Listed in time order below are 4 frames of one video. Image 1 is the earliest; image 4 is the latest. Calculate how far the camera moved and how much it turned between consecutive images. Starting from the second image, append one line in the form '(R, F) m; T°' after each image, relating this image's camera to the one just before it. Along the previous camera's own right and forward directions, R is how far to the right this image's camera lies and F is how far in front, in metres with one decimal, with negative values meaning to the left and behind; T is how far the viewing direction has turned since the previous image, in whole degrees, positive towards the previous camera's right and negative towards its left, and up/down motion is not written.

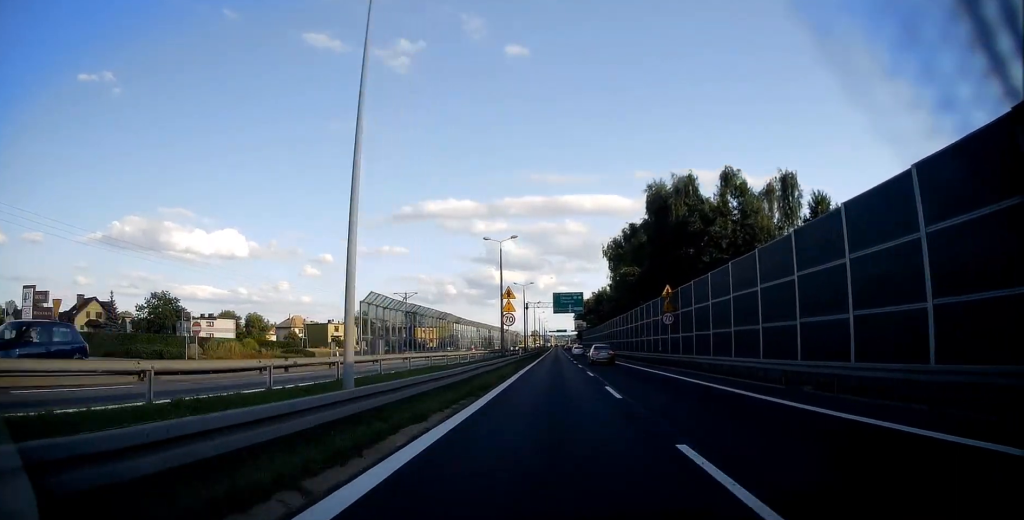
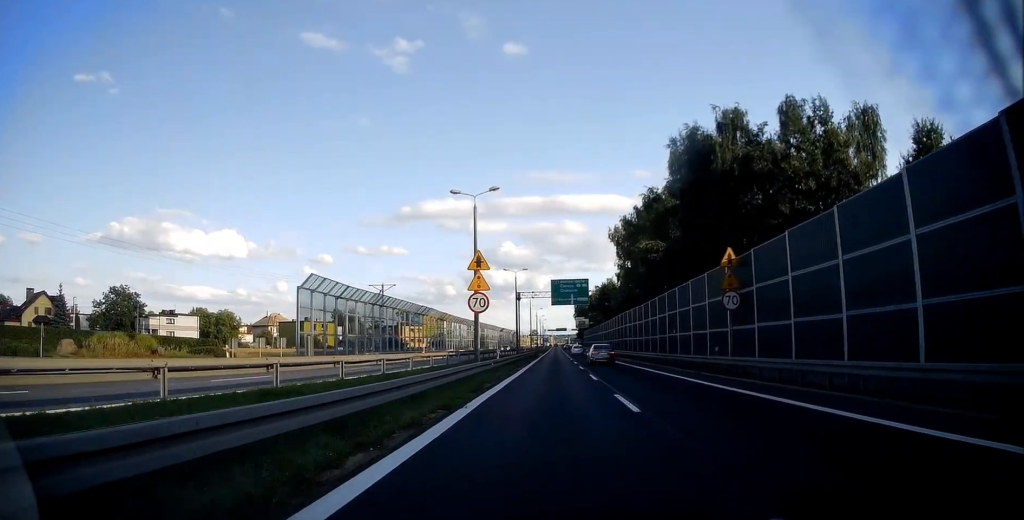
(+0.1, +15.8) m; 0°
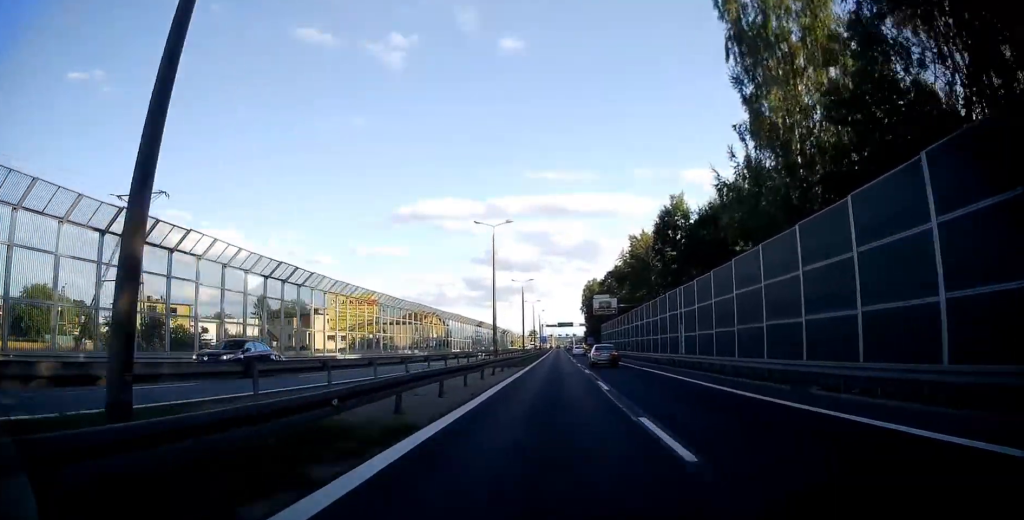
(0.0, +65.4) m; 0°
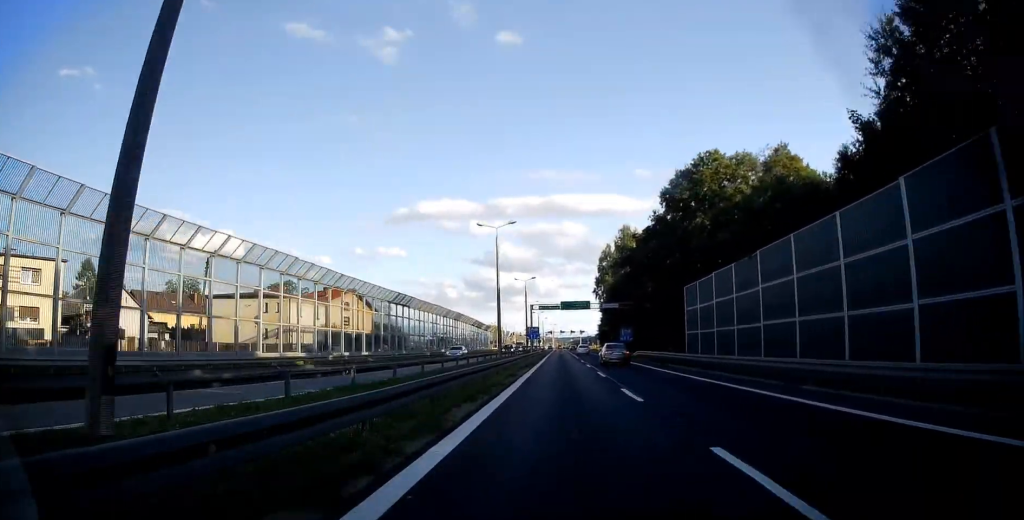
(-0.3, +75.7) m; 0°
